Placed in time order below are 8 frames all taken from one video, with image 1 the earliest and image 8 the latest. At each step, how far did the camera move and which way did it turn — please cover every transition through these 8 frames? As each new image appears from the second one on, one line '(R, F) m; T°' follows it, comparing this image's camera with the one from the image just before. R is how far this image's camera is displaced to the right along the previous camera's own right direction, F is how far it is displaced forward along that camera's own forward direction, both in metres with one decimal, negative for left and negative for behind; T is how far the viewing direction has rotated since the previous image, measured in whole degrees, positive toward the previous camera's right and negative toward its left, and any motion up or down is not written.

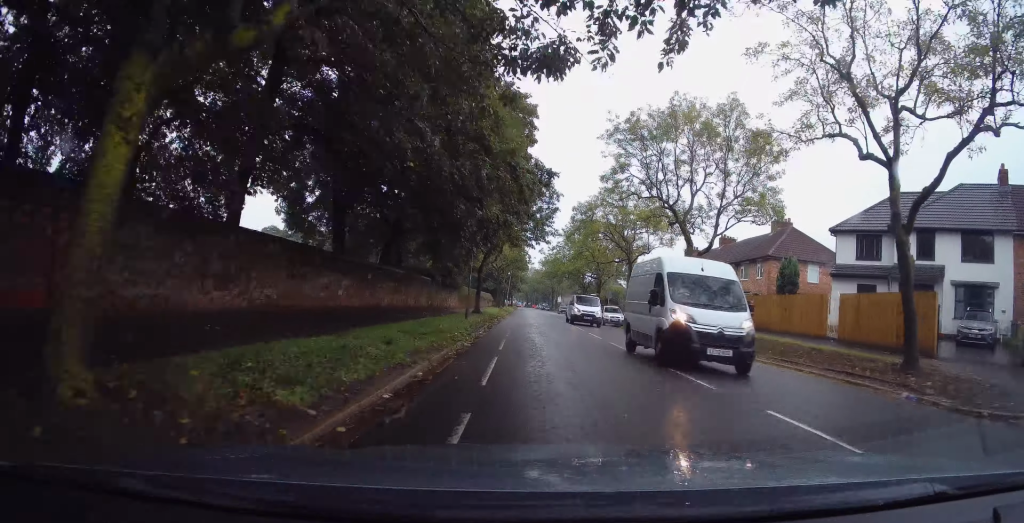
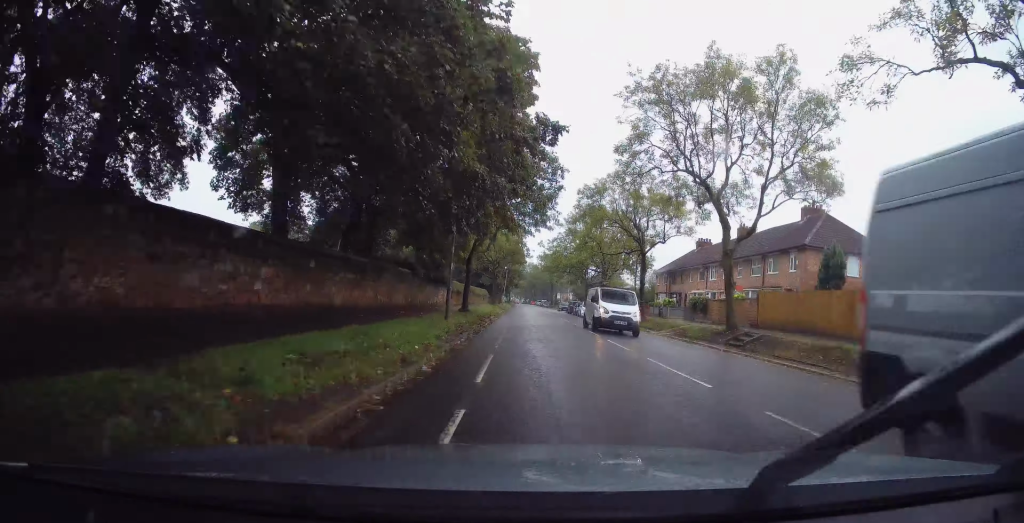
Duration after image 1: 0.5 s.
(0.0, +6.3) m; 0°
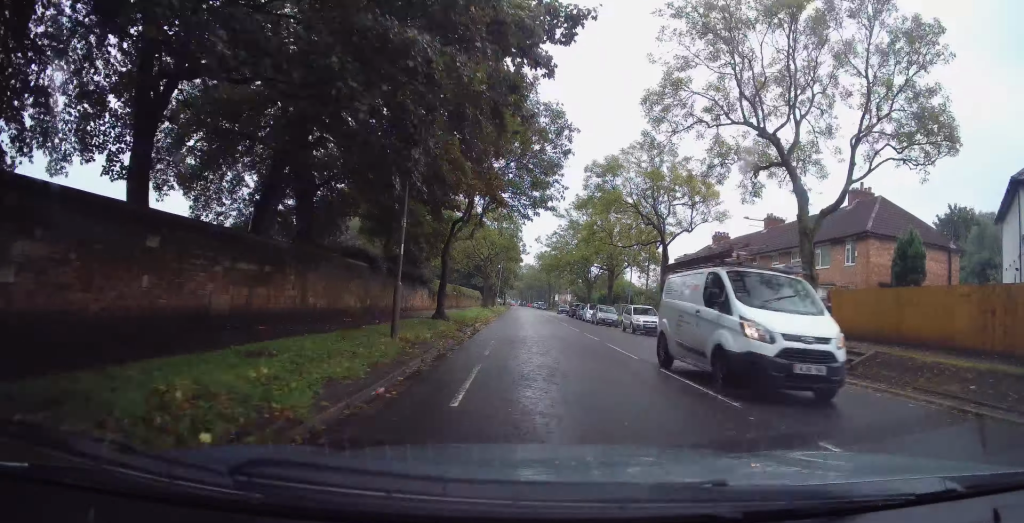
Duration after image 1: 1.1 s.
(+0.1, +7.8) m; +1°
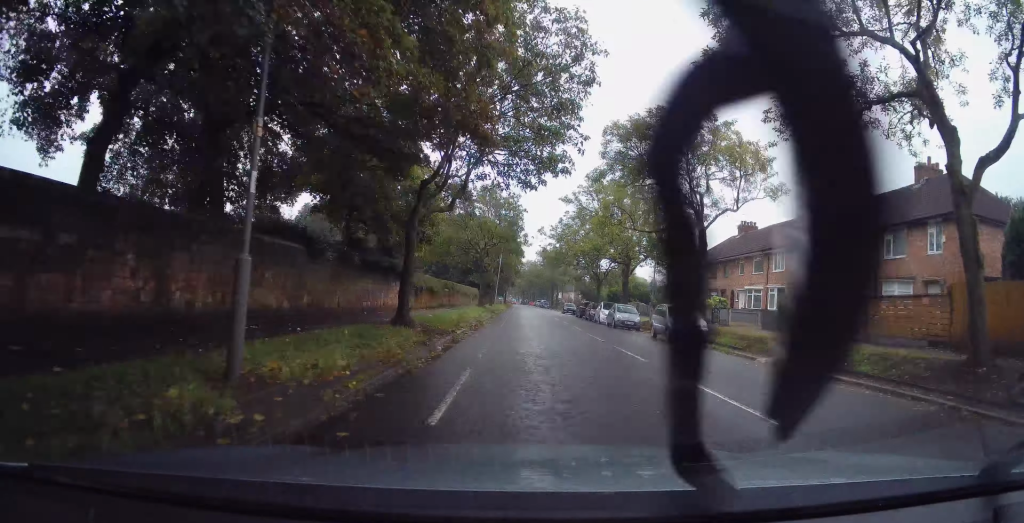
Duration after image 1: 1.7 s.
(0.0, +7.3) m; +1°
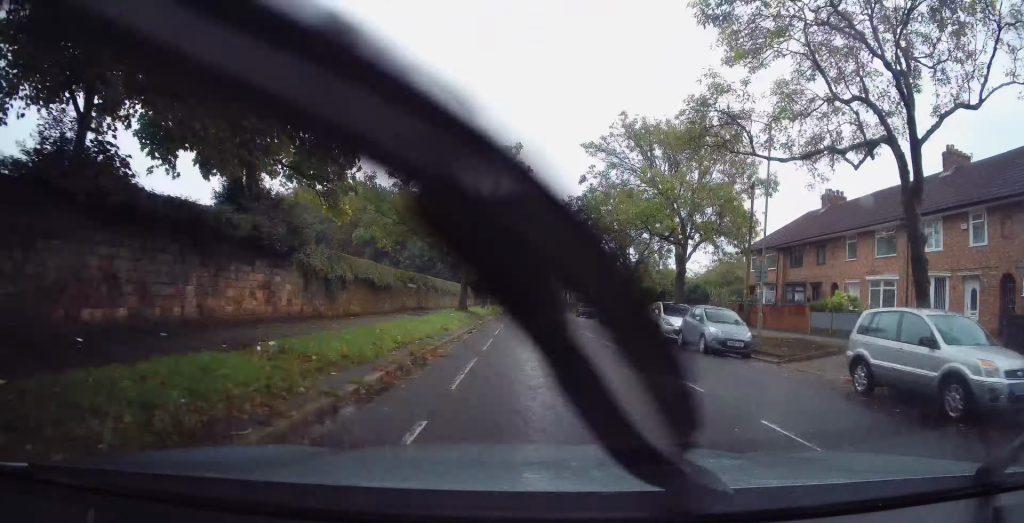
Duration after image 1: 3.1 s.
(+0.3, +16.2) m; +1°
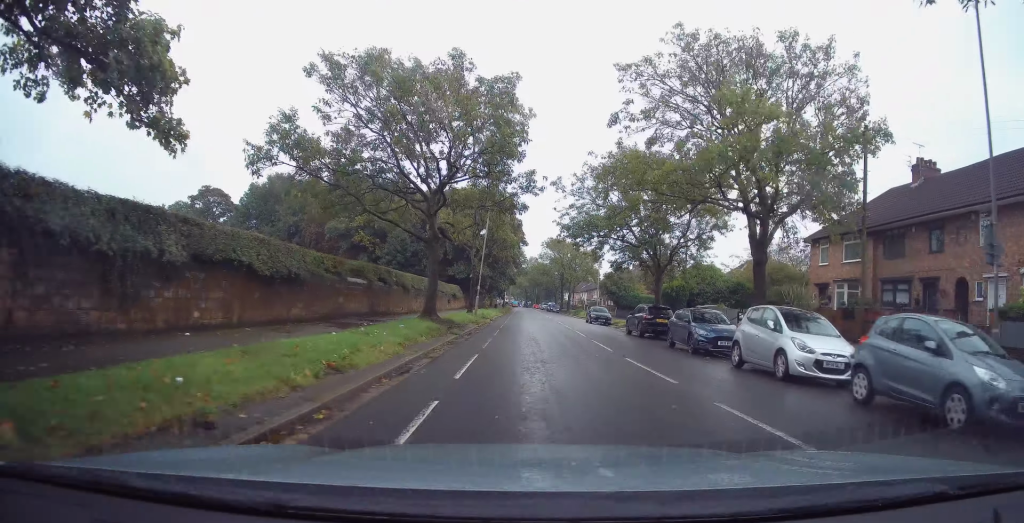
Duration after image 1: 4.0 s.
(-0.2, +11.0) m; 0°
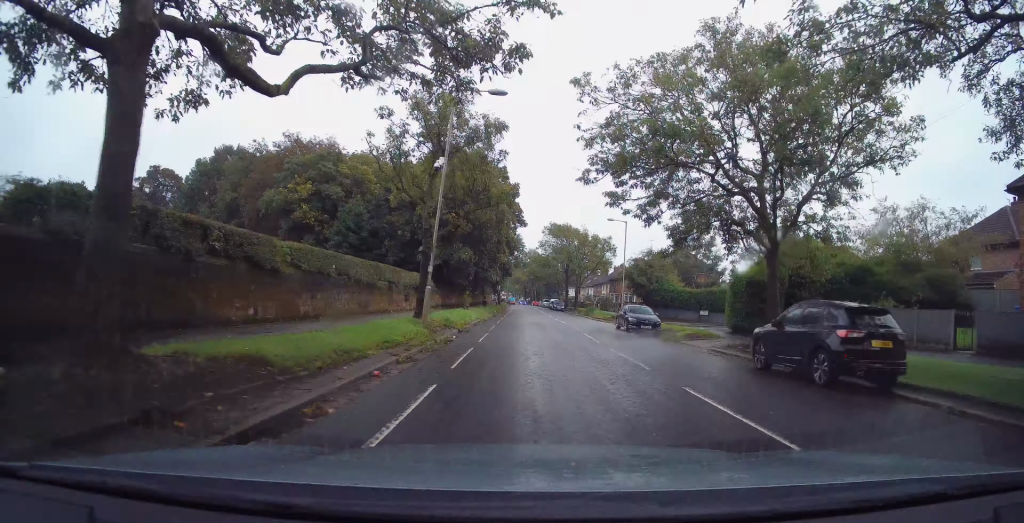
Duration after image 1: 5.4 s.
(+0.2, +17.5) m; 0°
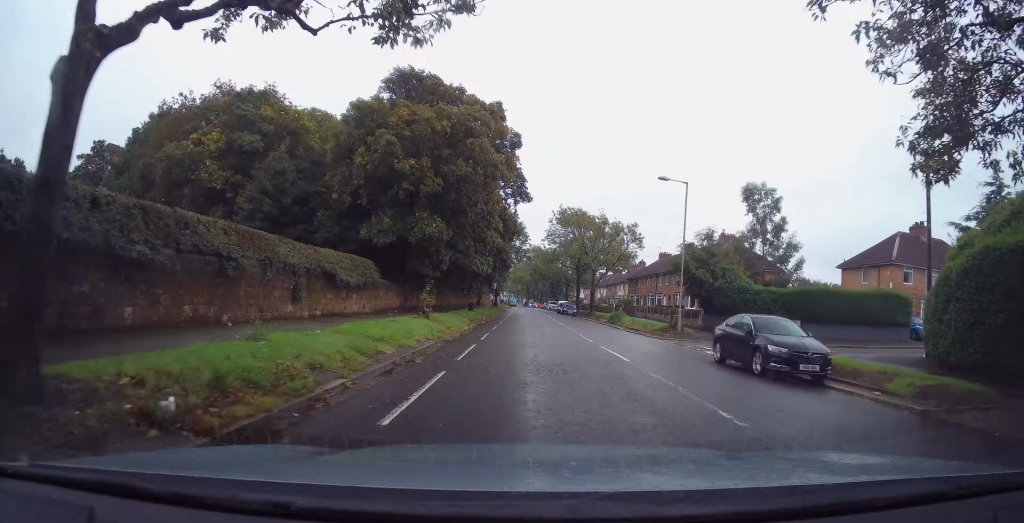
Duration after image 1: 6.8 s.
(-0.6, +17.0) m; -2°
